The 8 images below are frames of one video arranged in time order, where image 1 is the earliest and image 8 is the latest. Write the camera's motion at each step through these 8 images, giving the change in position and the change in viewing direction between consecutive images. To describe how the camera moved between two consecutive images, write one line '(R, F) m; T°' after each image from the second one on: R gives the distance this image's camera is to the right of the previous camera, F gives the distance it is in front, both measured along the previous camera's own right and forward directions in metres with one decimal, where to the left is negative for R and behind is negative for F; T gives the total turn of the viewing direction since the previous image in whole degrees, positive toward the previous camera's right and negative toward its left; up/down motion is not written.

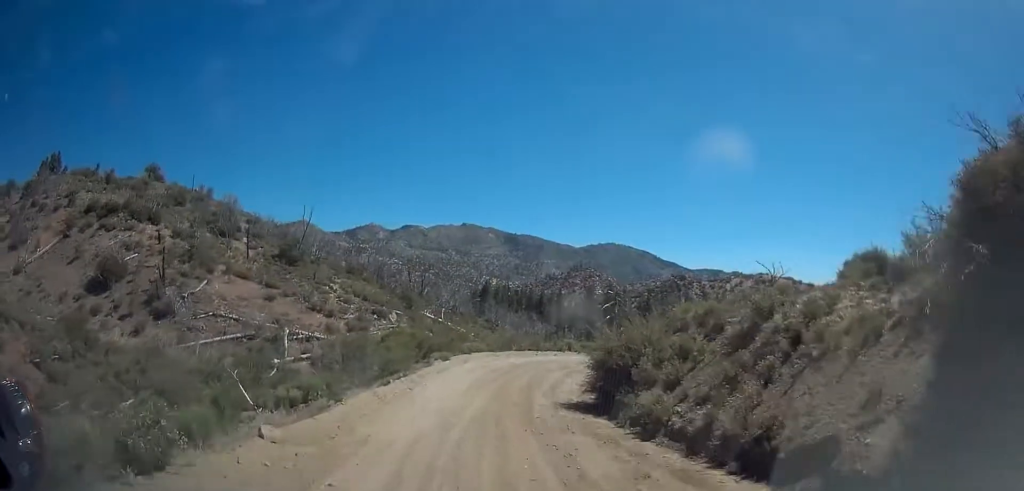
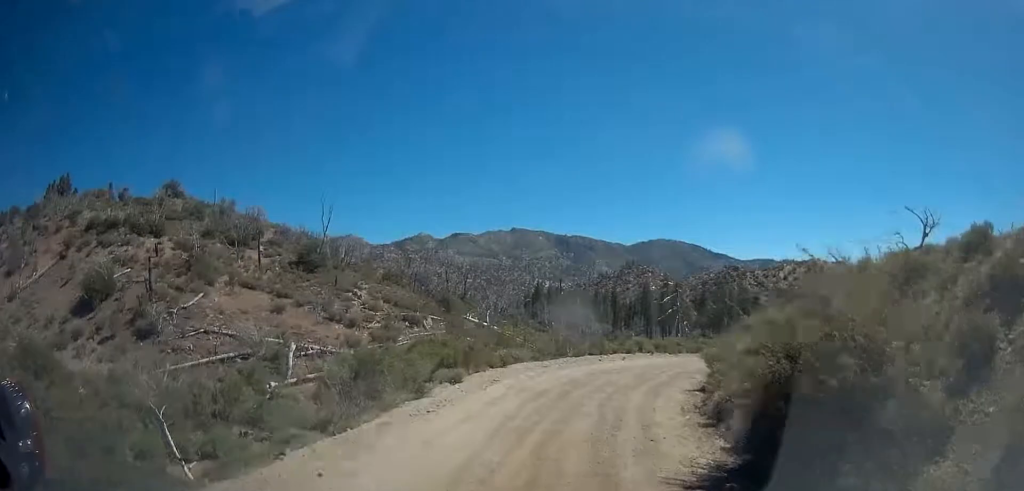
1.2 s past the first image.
(-0.7, +9.7) m; -4°
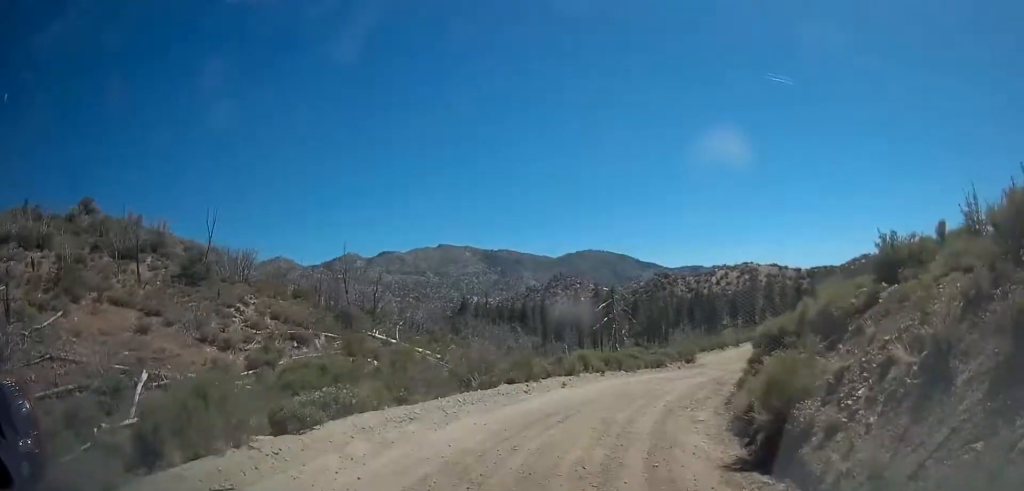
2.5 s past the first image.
(-0.1, +11.5) m; 0°
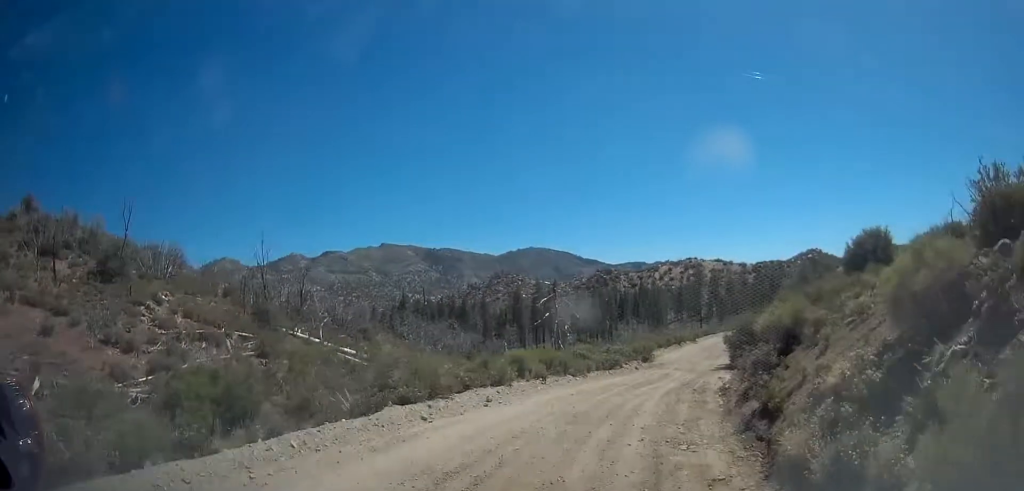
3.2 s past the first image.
(+0.1, +6.0) m; +5°
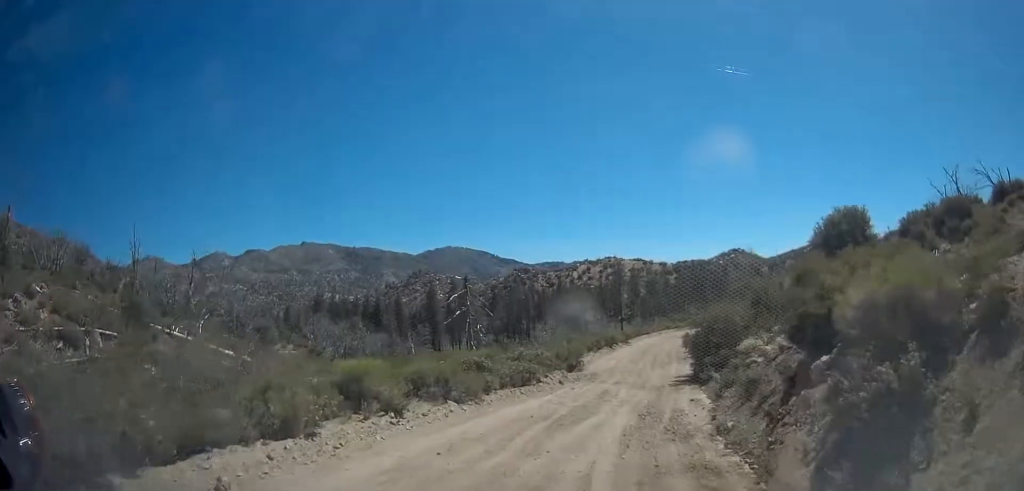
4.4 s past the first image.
(+0.9, +9.2) m; +13°
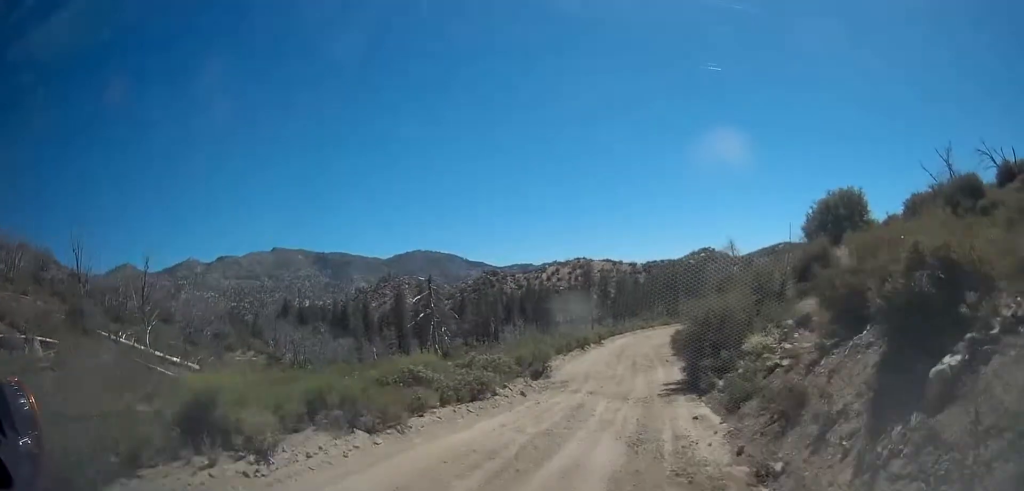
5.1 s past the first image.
(+0.3, +4.6) m; +4°
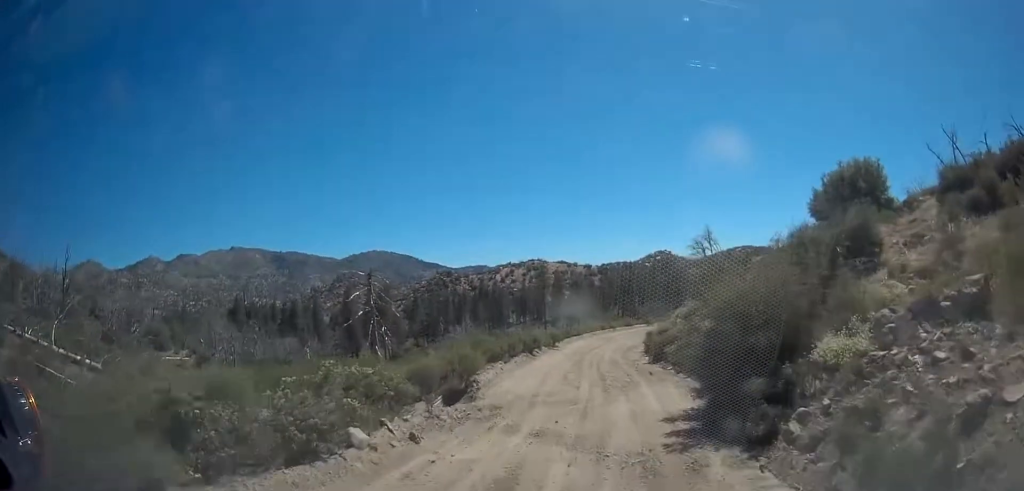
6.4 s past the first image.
(+0.3, +7.8) m; +2°
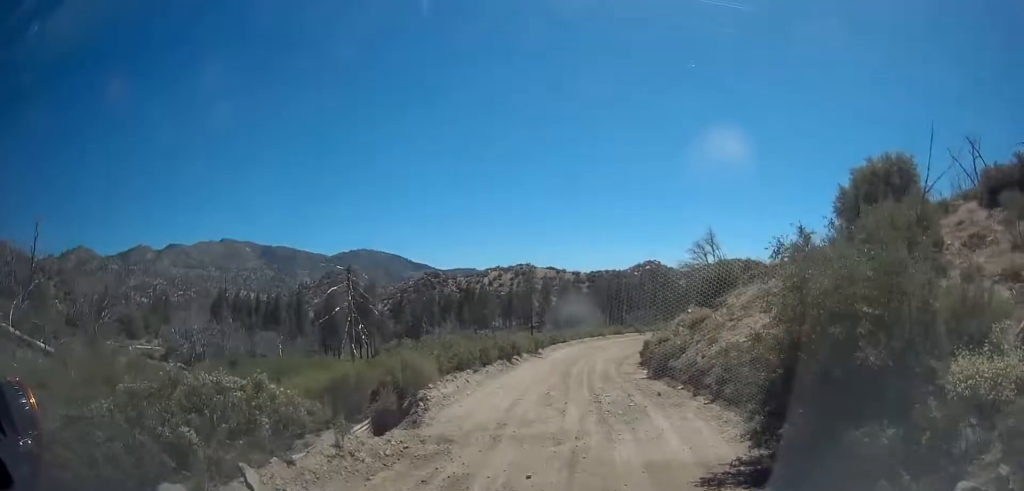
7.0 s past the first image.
(0.0, +3.9) m; +1°
